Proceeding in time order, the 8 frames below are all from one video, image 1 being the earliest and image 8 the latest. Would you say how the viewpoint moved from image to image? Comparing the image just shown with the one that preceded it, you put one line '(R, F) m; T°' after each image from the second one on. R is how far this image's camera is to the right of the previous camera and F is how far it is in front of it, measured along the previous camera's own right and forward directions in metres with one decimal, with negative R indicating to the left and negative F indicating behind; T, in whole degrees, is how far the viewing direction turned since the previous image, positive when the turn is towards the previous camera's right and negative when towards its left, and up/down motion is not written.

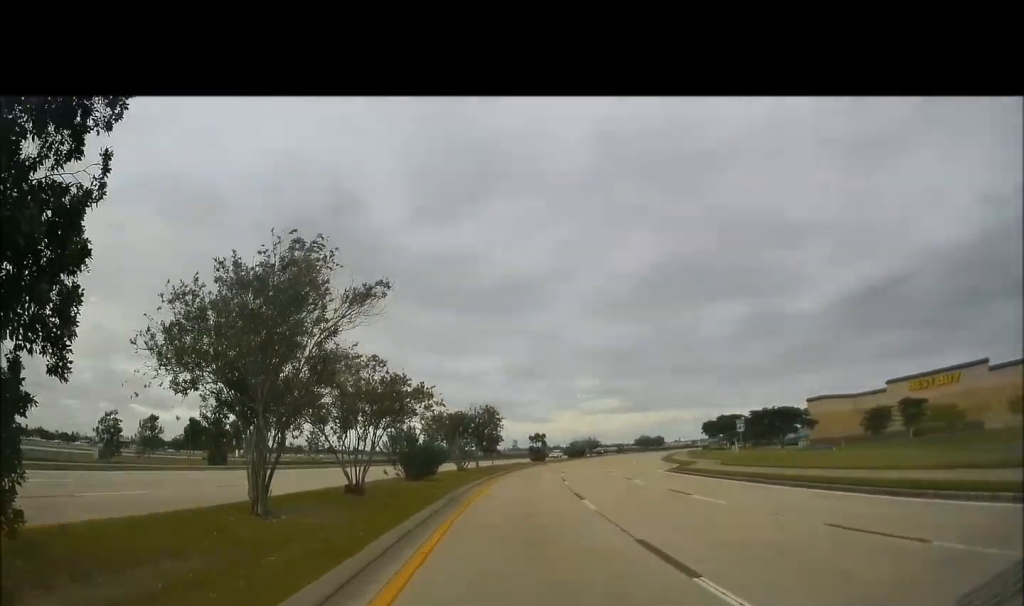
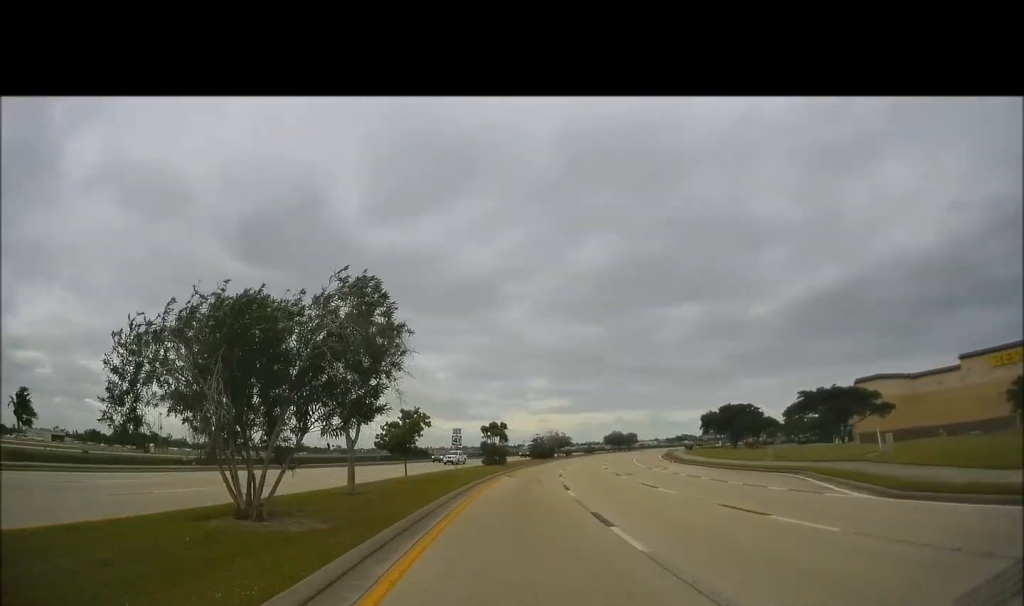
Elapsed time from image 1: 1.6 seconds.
(+0.5, +32.0) m; +4°
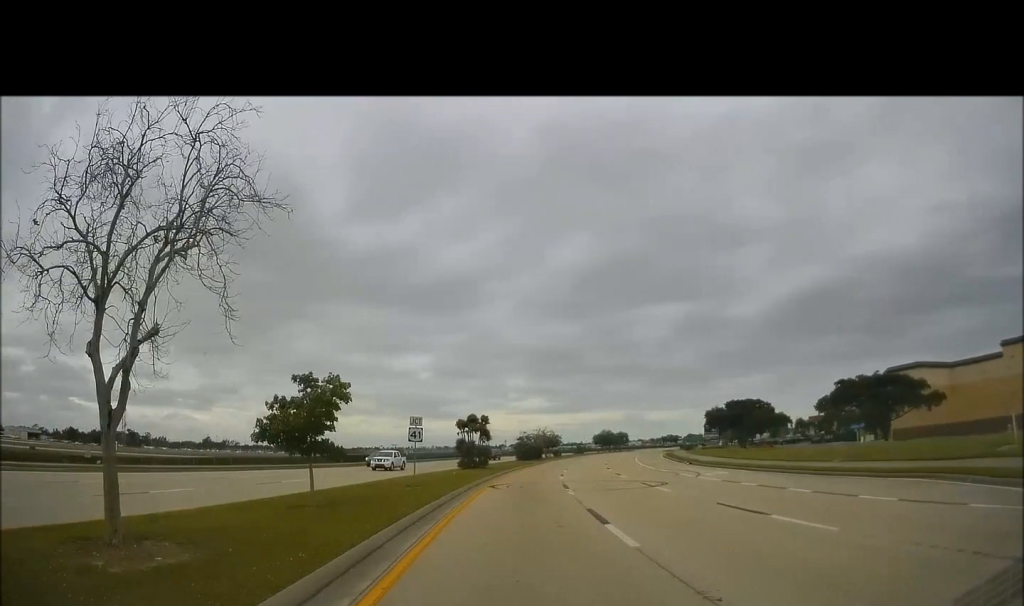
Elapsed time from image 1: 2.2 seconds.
(+0.7, +12.3) m; +3°
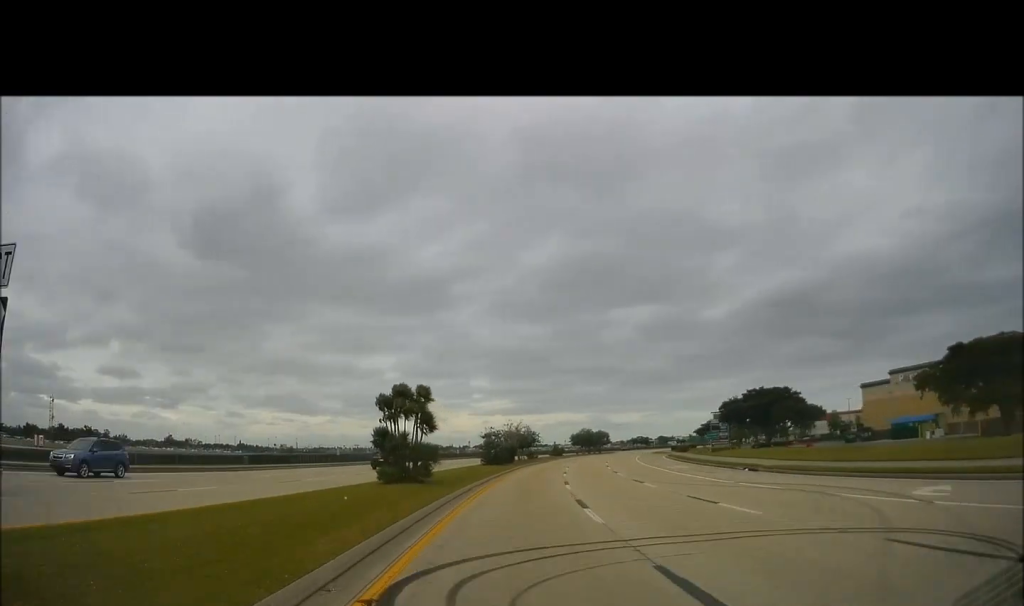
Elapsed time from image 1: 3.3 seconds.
(+0.8, +22.2) m; +4°
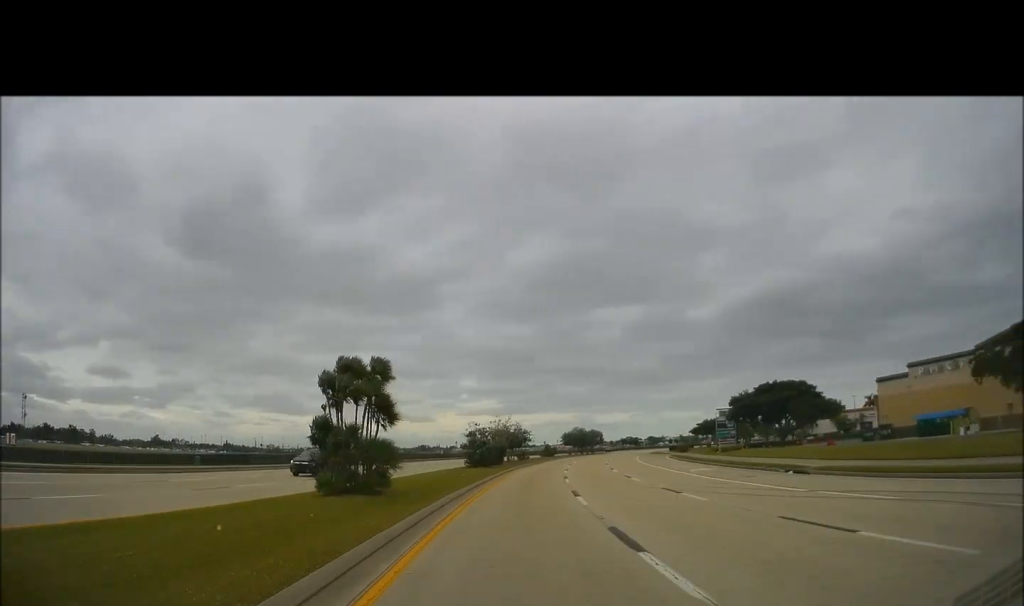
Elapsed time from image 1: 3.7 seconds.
(0.0, +8.0) m; +1°
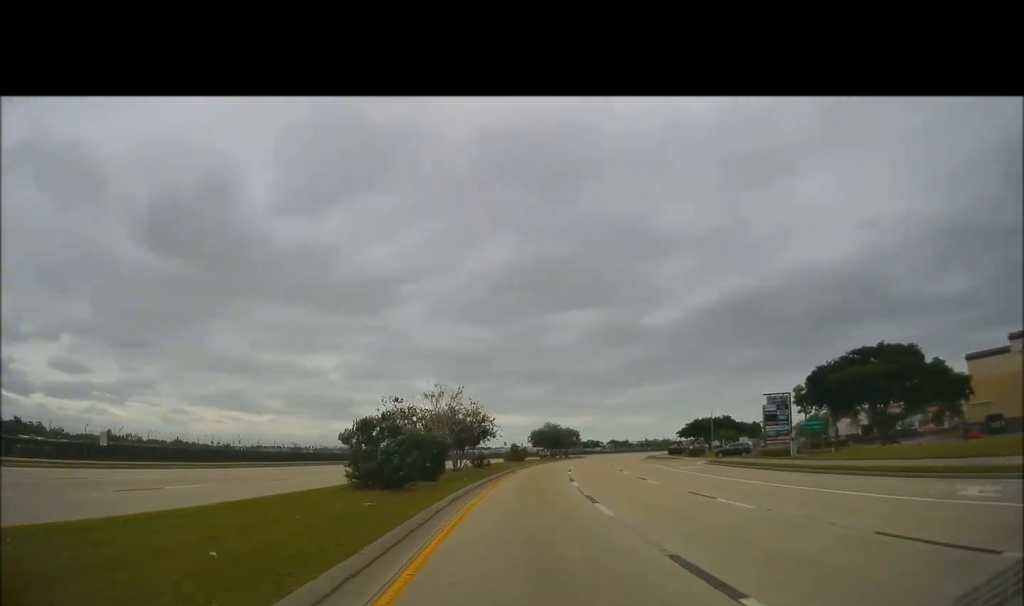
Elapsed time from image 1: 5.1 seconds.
(+1.0, +28.2) m; +3°
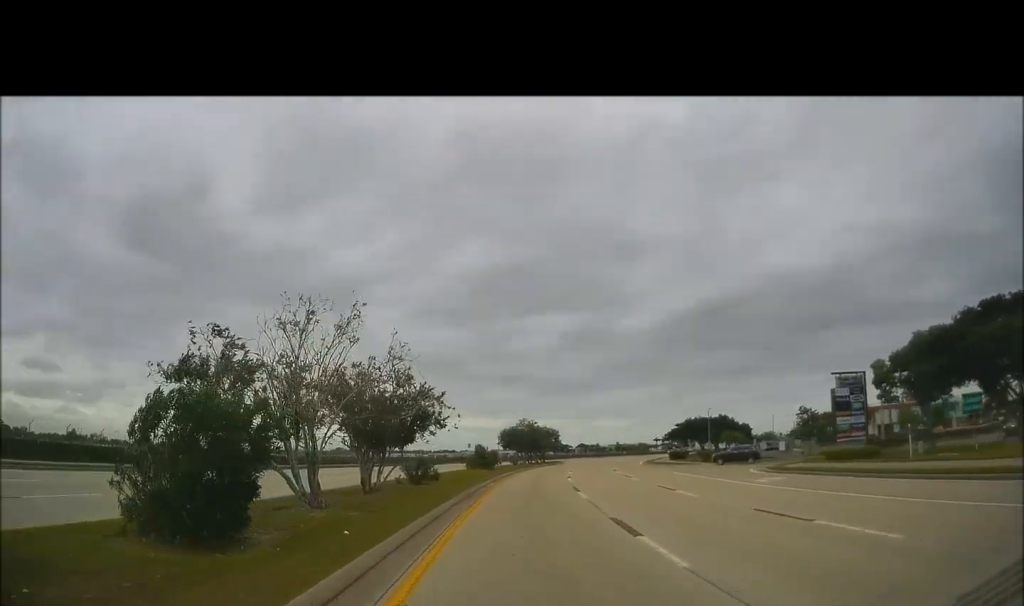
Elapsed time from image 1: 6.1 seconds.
(+0.1, +18.2) m; +1°
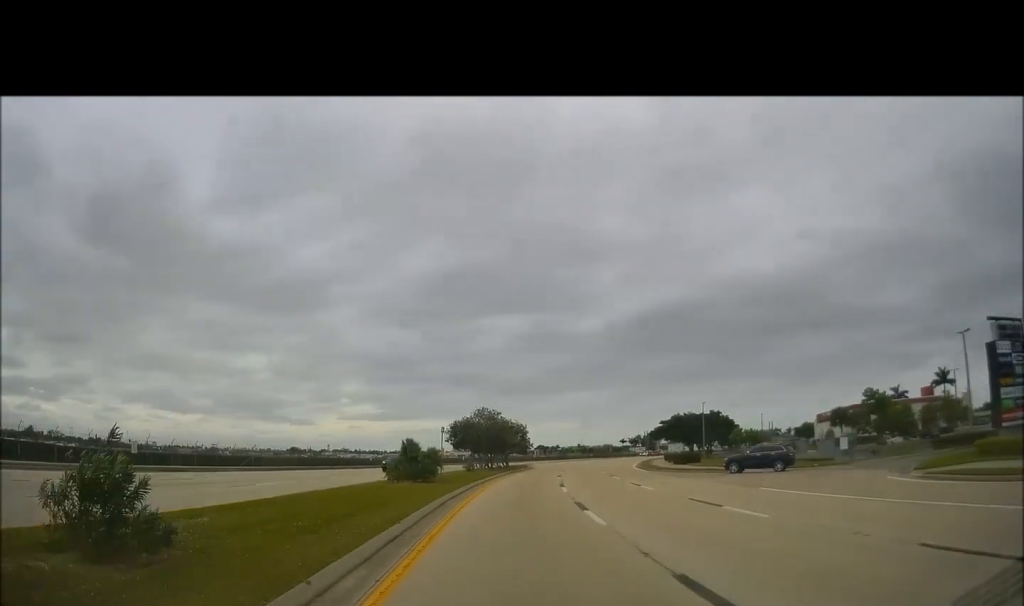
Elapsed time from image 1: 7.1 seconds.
(+0.2, +19.1) m; +2°
